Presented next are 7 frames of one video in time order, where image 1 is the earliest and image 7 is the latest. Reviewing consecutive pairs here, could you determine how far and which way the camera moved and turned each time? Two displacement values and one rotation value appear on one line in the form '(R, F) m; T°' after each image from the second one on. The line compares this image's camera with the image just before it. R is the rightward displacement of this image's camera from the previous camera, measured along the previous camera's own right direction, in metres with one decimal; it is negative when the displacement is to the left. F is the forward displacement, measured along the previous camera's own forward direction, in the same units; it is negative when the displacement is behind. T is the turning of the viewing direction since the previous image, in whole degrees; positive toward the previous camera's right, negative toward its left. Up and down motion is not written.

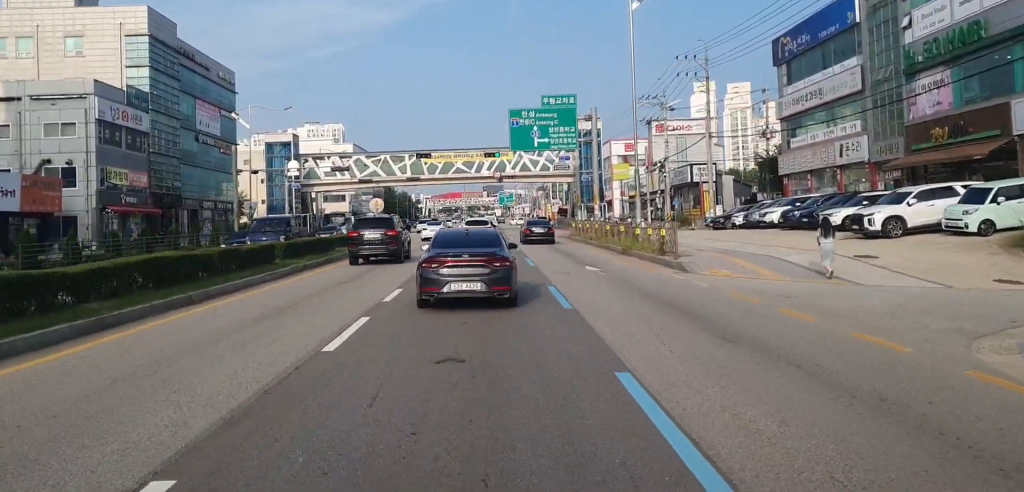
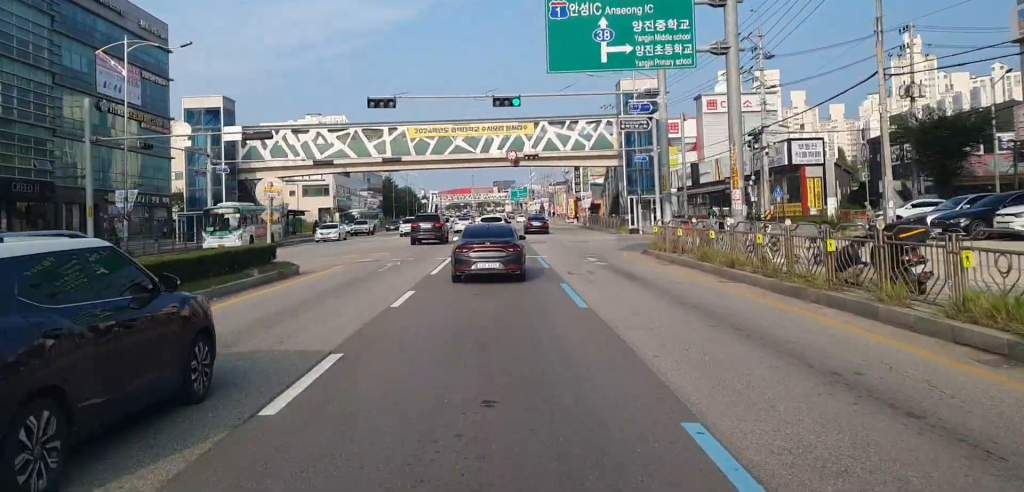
(-1.1, +23.7) m; -2°
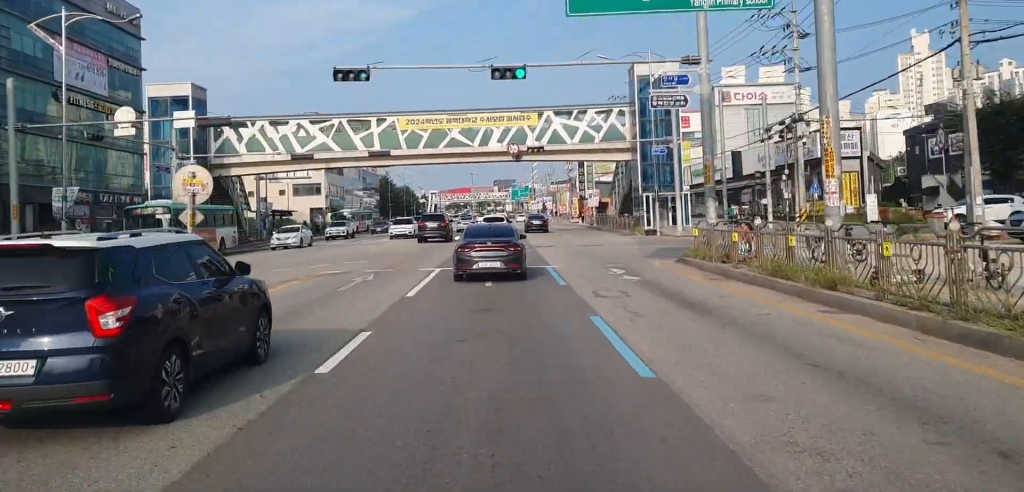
(+0.2, +5.8) m; +1°
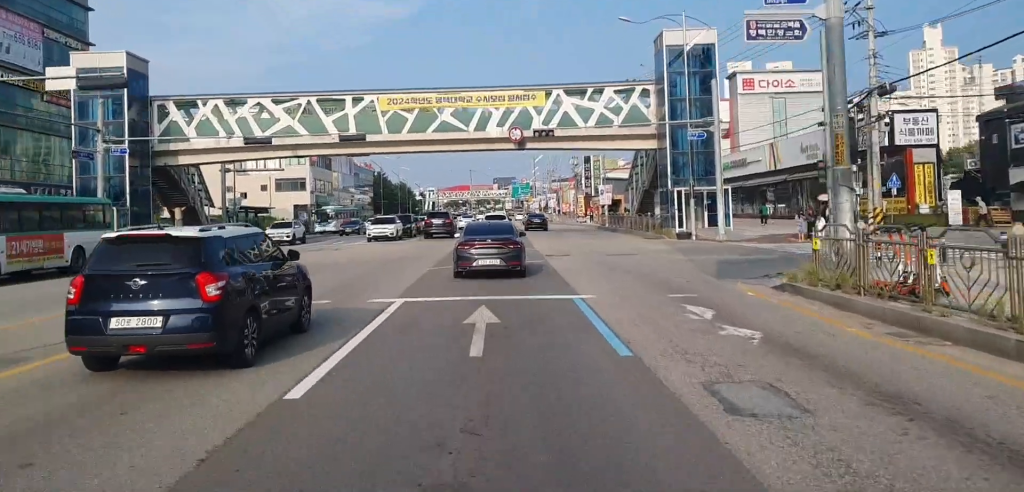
(+0.1, +8.9) m; 0°
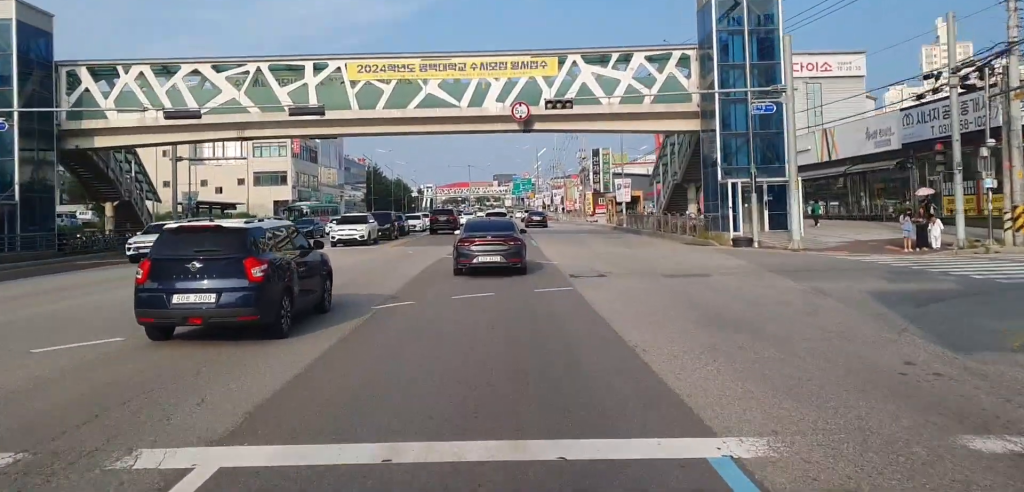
(-0.1, +9.5) m; -1°
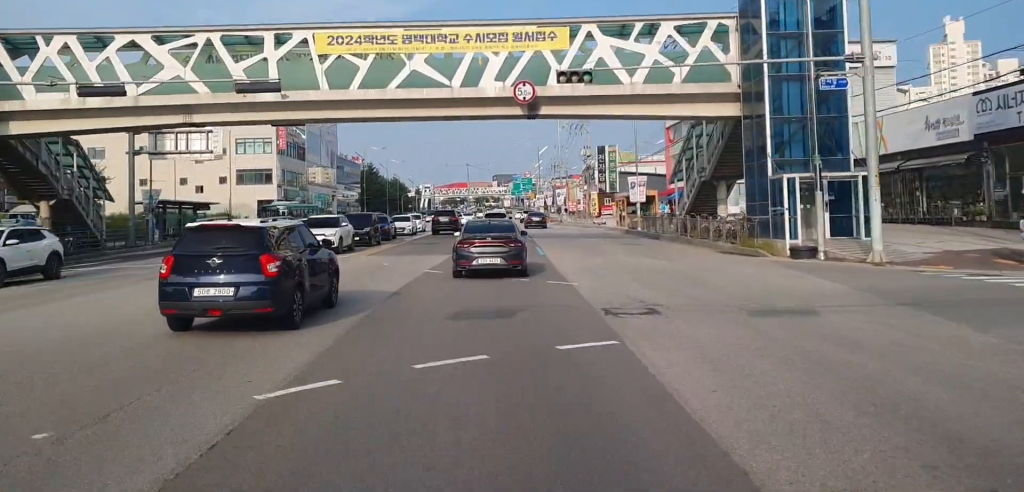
(-0.2, +6.2) m; 0°
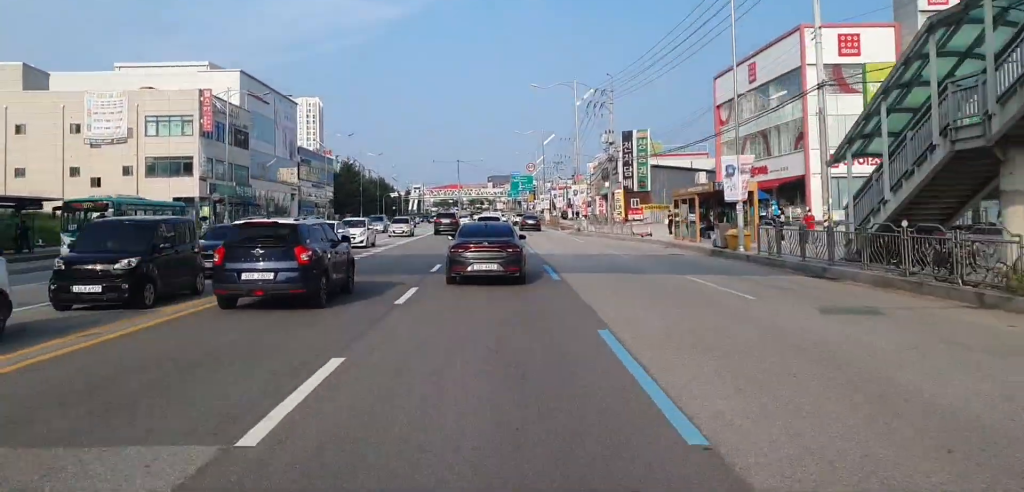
(+0.4, +23.0) m; +1°
